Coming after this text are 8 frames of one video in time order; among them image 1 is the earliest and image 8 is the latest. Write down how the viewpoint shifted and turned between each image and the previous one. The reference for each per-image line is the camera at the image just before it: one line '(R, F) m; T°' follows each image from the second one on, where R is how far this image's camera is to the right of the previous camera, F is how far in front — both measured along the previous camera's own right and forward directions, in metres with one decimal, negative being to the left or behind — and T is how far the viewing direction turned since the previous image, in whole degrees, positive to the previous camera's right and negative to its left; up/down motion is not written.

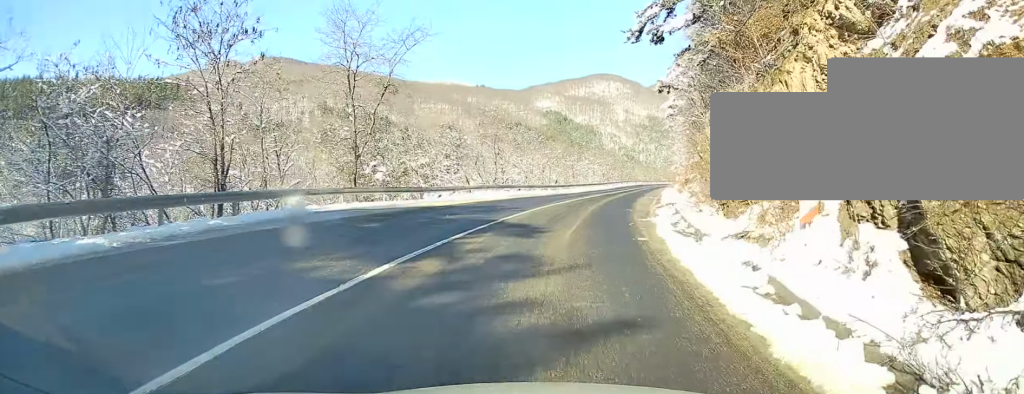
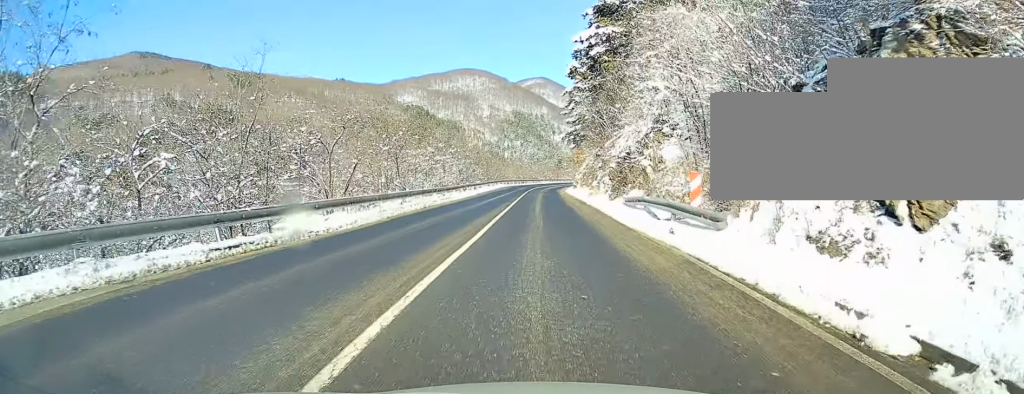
(+3.3, +38.8) m; +7°
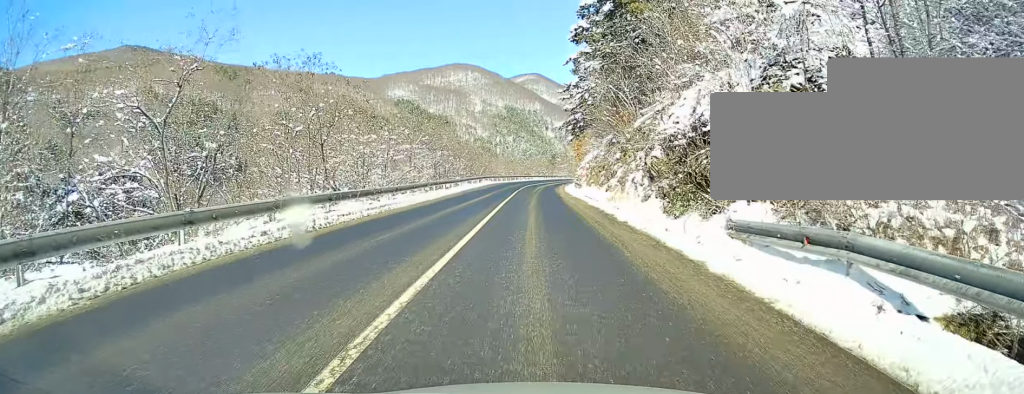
(+0.3, +13.9) m; +1°
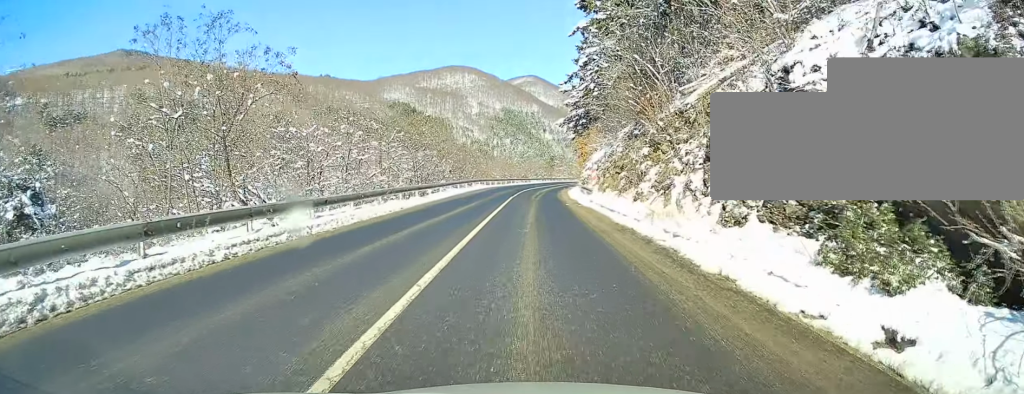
(0.0, +9.2) m; 0°
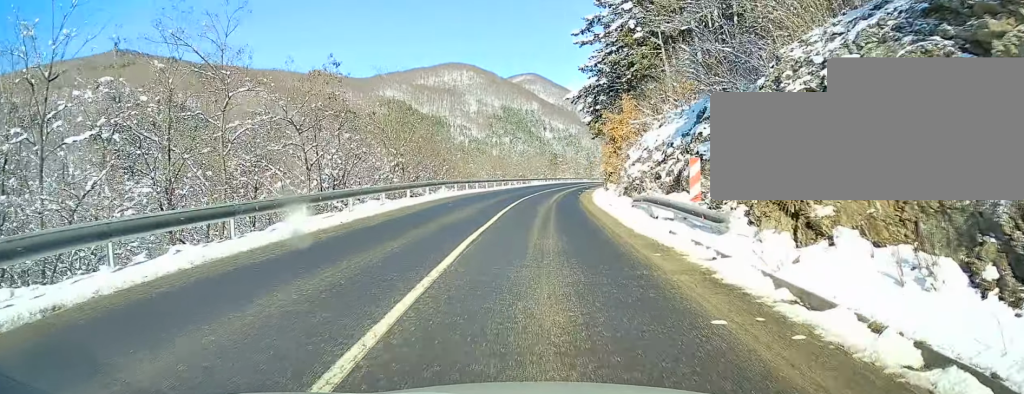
(-0.4, +24.7) m; +1°
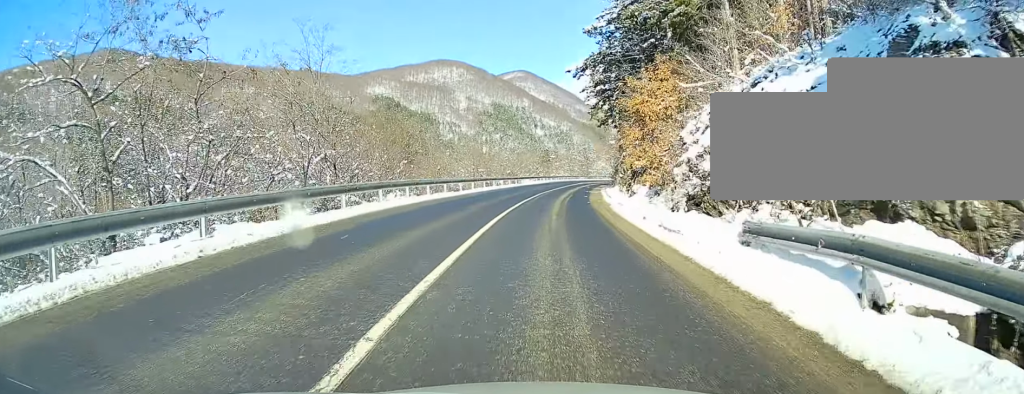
(+0.5, +13.2) m; +2°
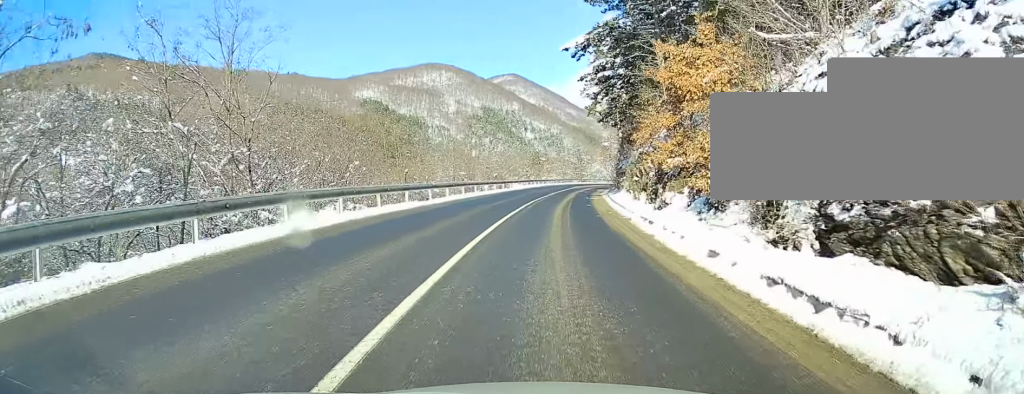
(+0.1, +8.2) m; +1°
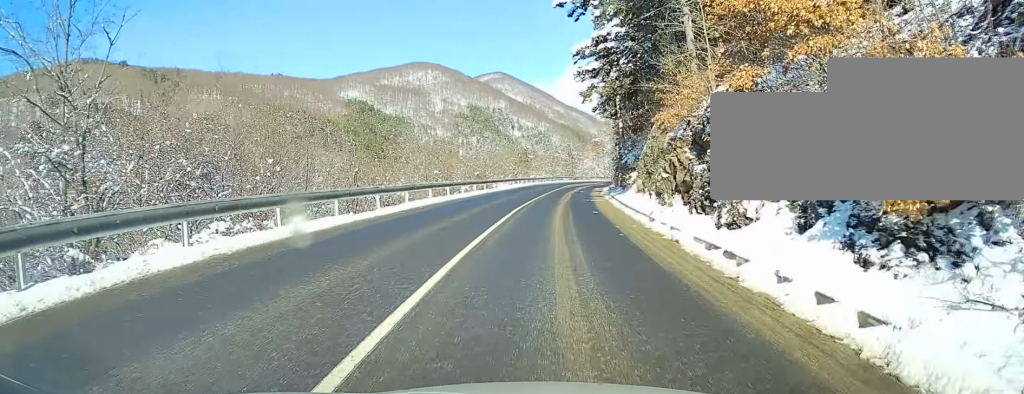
(-0.1, +8.2) m; 0°
